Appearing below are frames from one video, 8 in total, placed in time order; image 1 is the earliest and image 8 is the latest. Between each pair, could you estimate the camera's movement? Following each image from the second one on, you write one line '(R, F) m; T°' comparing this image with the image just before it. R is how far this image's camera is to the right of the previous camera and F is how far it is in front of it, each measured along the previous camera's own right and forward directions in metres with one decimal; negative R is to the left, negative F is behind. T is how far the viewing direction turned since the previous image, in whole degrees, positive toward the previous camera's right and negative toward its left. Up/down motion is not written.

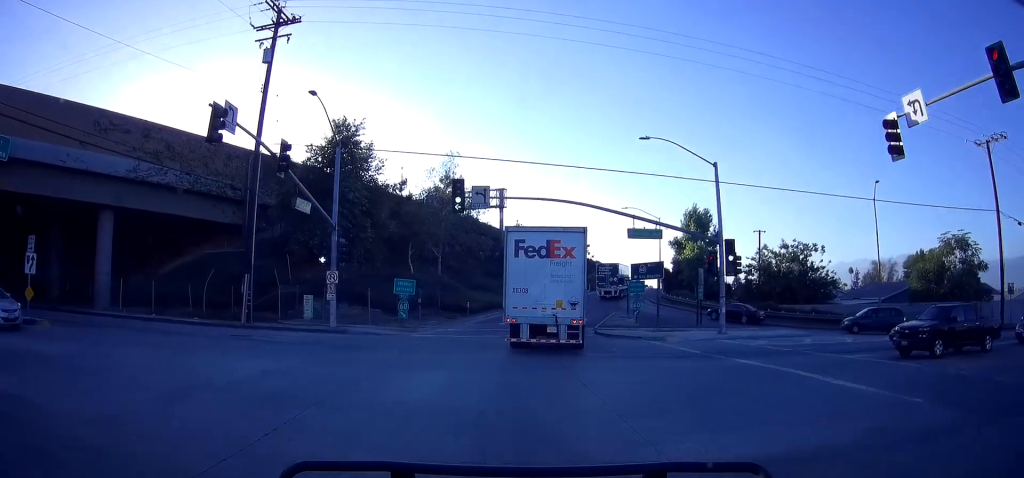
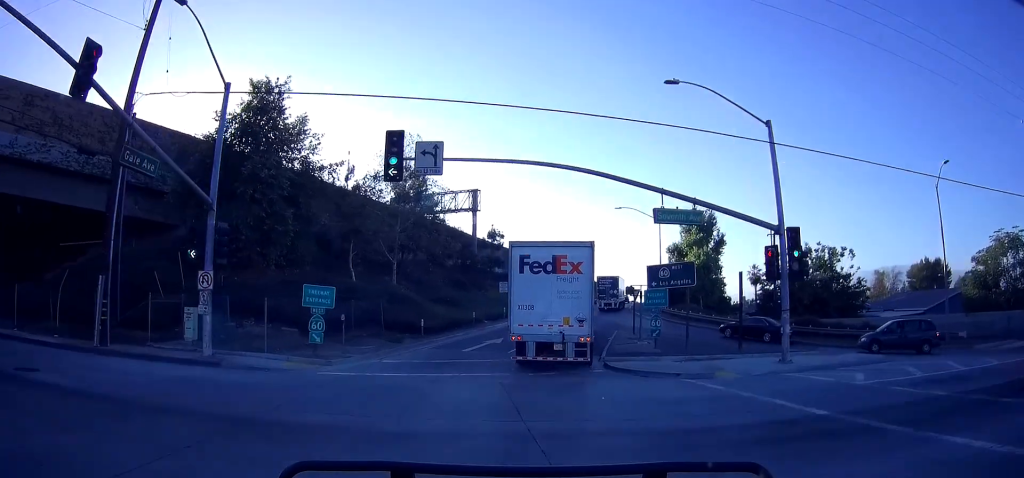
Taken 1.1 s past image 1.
(+0.1, +9.3) m; +3°
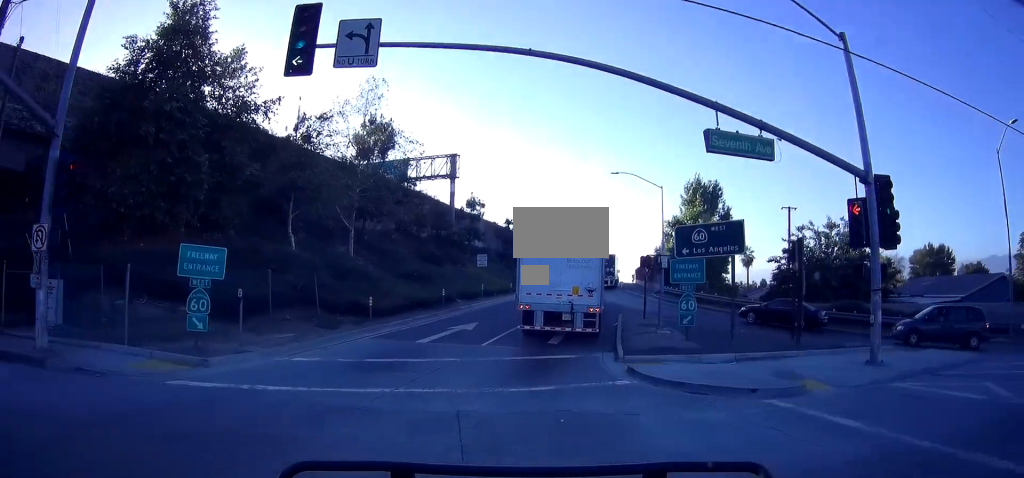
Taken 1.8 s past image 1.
(+0.3, +6.5) m; +4°
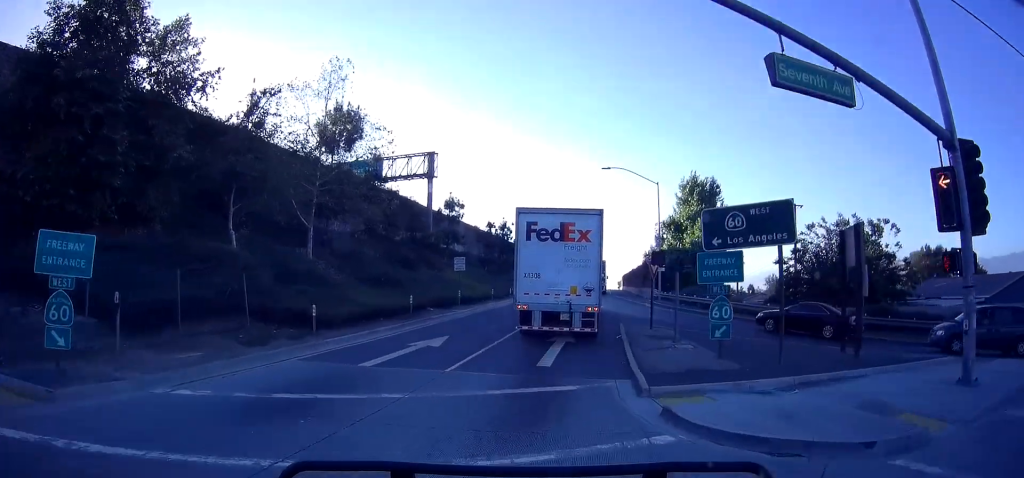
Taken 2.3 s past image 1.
(+0.1, +4.1) m; +3°
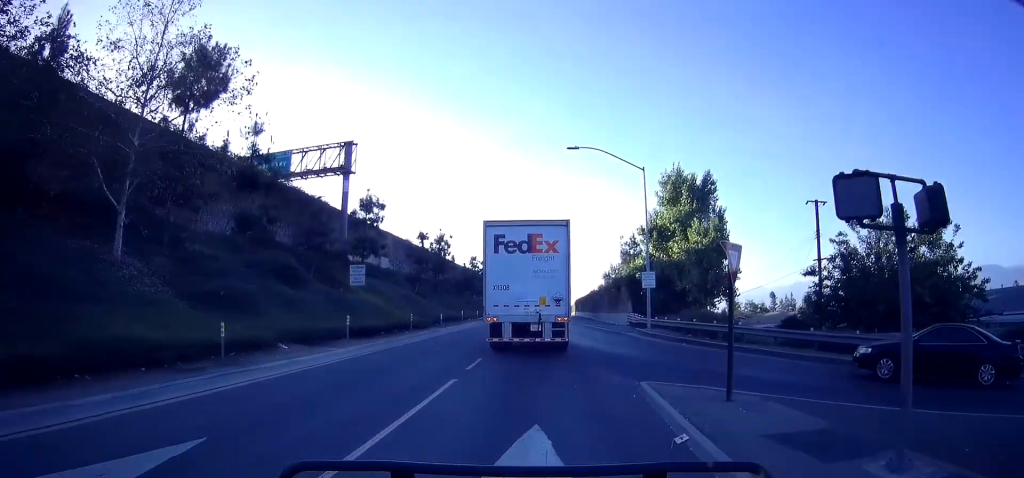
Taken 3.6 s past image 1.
(+0.7, +11.5) m; +5°
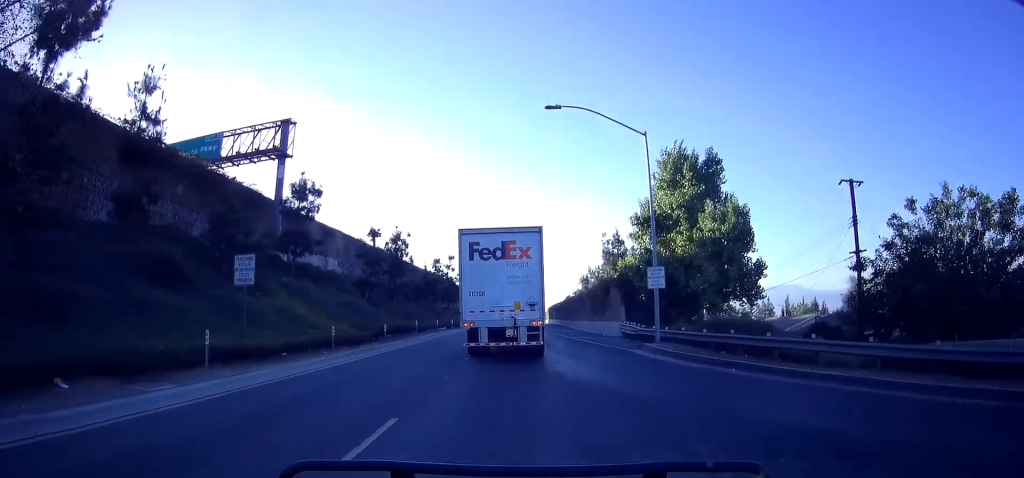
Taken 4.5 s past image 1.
(+0.1, +7.5) m; +1°
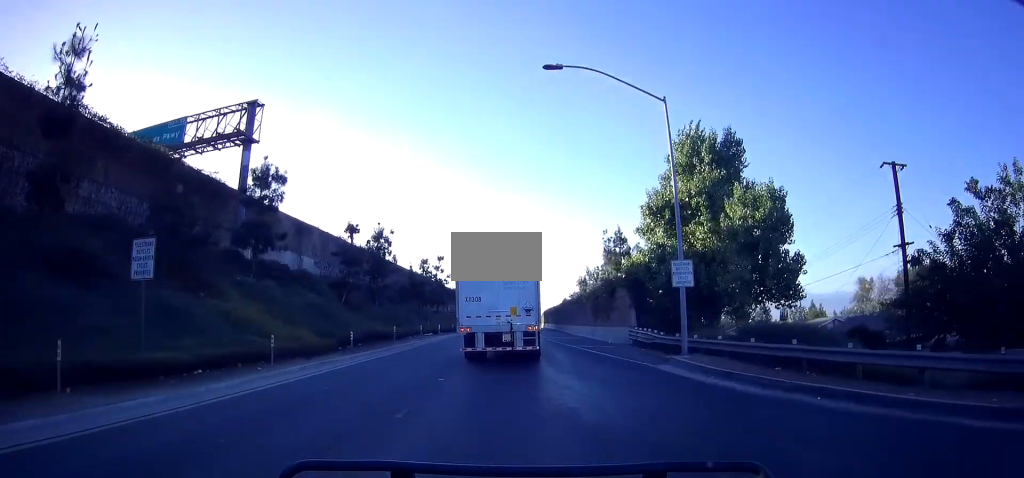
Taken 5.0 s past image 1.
(+0.1, +4.4) m; 0°
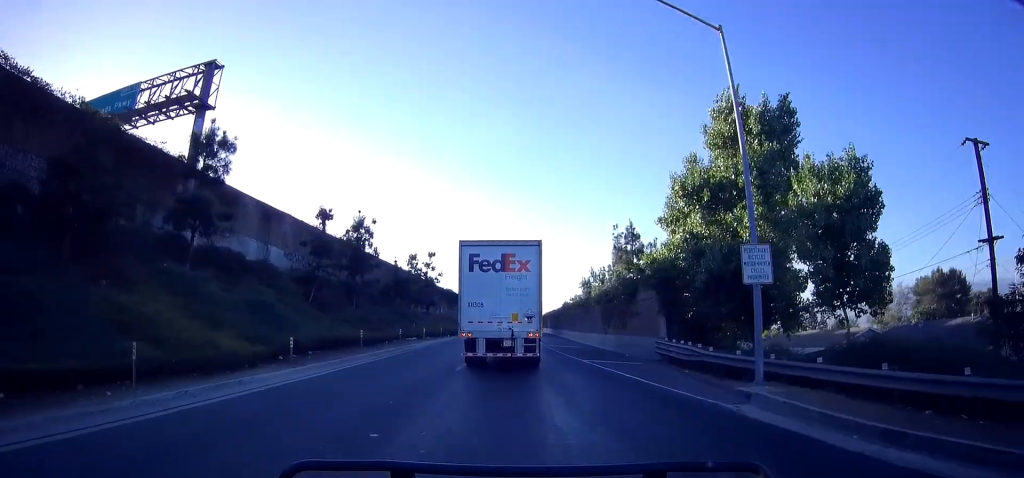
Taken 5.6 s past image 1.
(-0.1, +6.0) m; 0°
